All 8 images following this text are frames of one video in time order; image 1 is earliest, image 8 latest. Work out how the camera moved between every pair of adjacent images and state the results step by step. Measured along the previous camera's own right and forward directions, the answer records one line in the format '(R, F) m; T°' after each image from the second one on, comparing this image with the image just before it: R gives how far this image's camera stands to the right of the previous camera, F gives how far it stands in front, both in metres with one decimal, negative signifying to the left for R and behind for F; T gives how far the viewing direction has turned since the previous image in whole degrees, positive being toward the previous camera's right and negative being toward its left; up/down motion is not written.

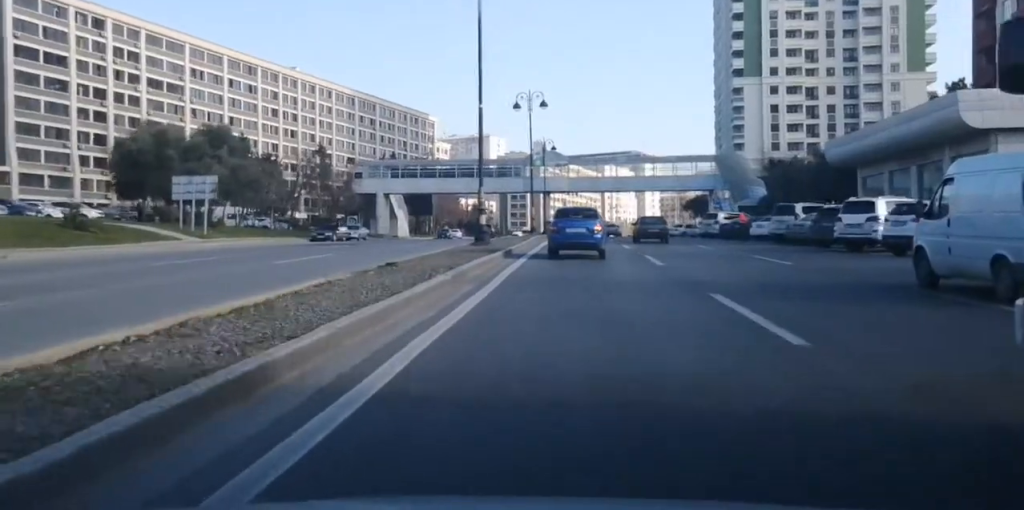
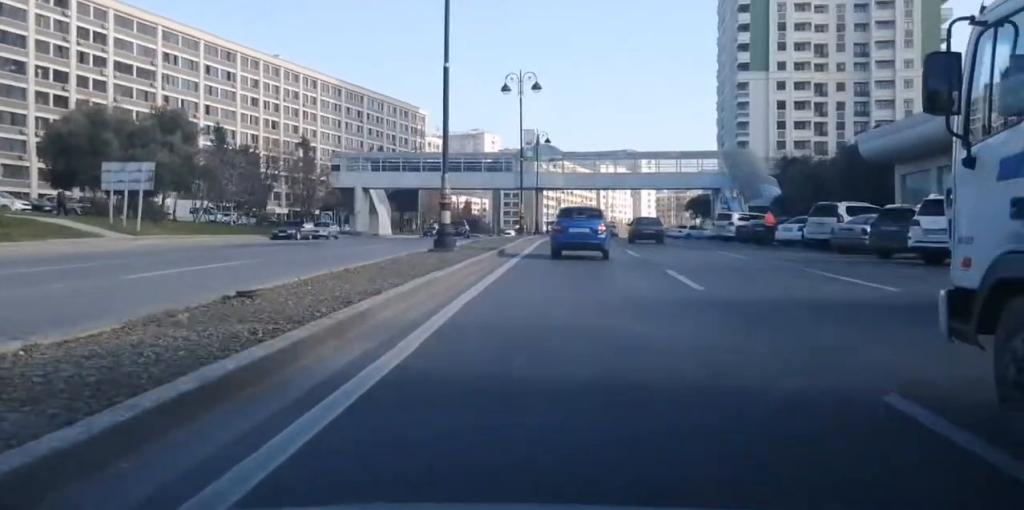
(+0.3, +7.9) m; 0°
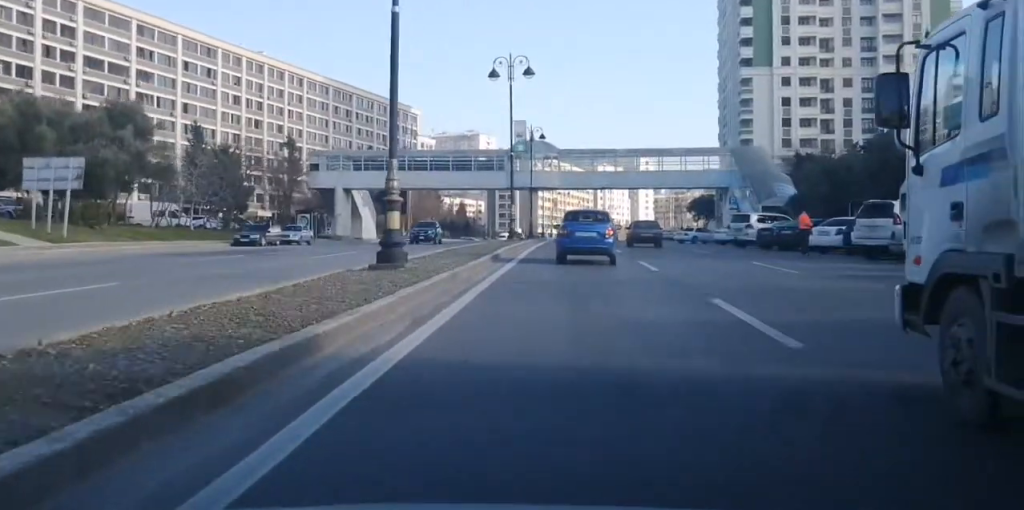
(-0.2, +6.7) m; 0°
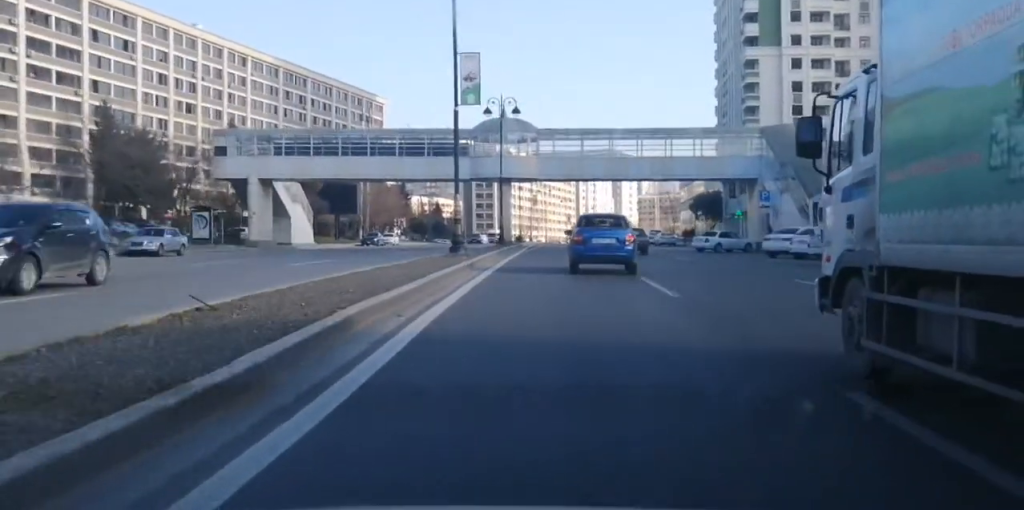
(-0.2, +20.6) m; 0°
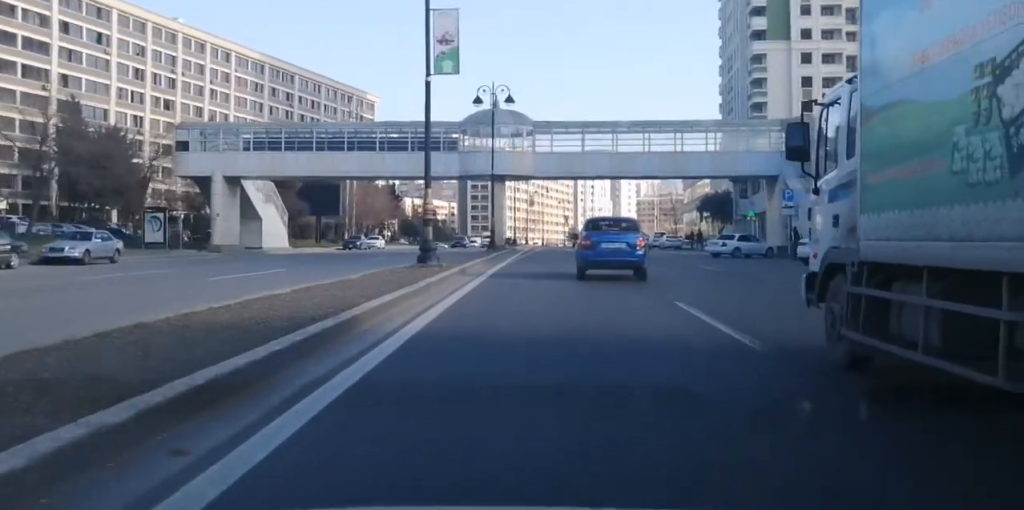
(0.0, +6.5) m; 0°
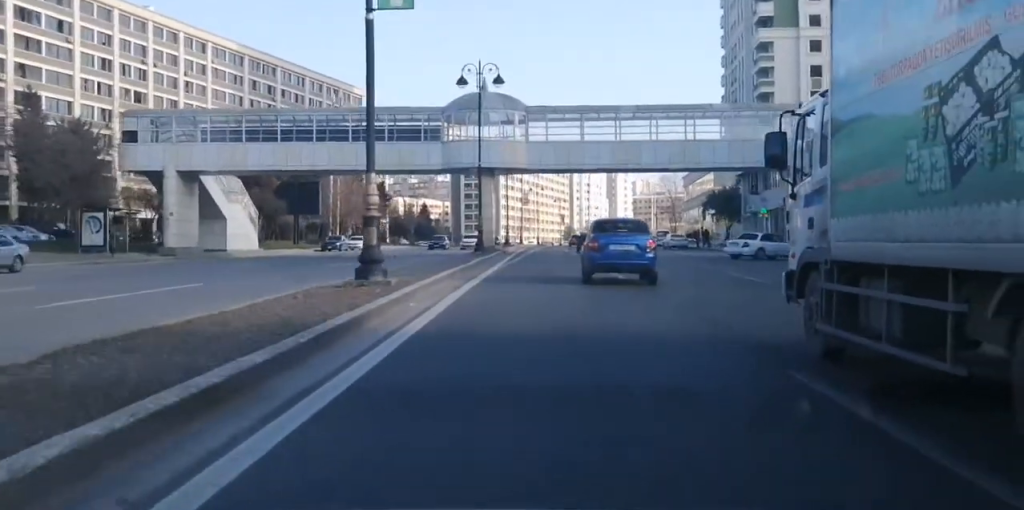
(0.0, +7.2) m; 0°
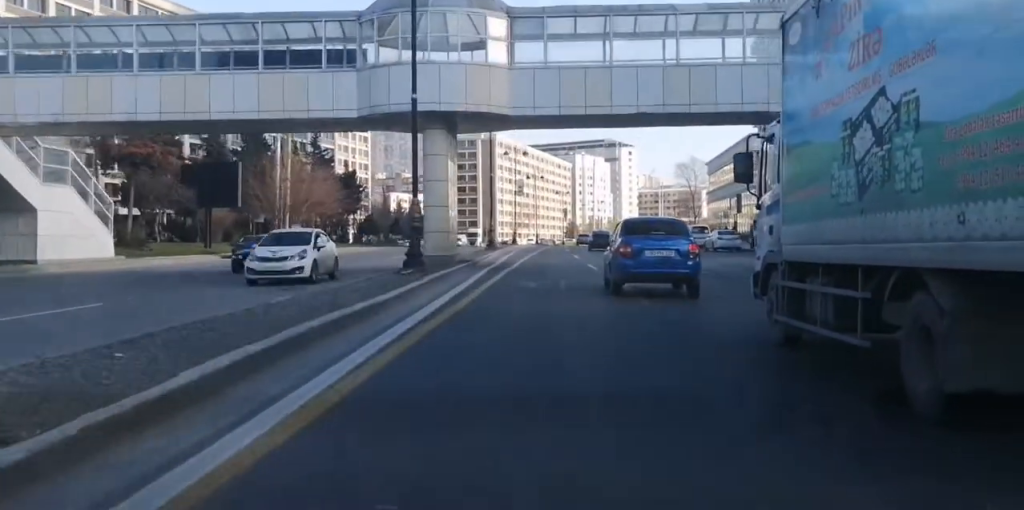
(-0.1, +24.2) m; 0°
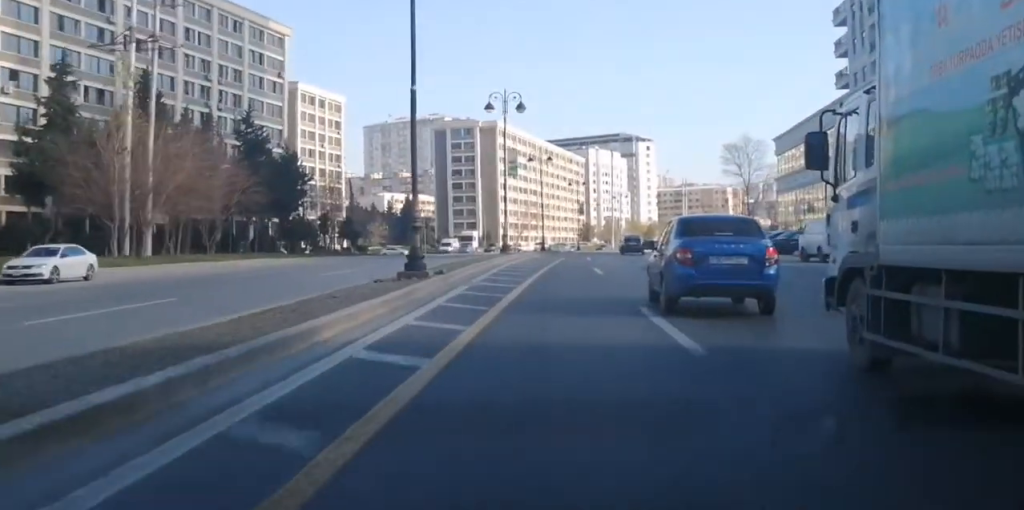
(0.0, +36.2) m; 0°
